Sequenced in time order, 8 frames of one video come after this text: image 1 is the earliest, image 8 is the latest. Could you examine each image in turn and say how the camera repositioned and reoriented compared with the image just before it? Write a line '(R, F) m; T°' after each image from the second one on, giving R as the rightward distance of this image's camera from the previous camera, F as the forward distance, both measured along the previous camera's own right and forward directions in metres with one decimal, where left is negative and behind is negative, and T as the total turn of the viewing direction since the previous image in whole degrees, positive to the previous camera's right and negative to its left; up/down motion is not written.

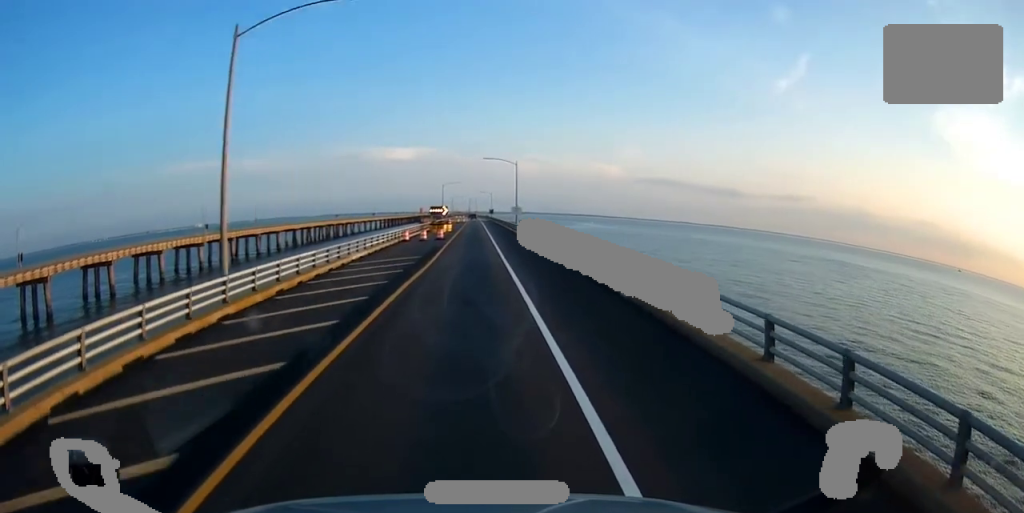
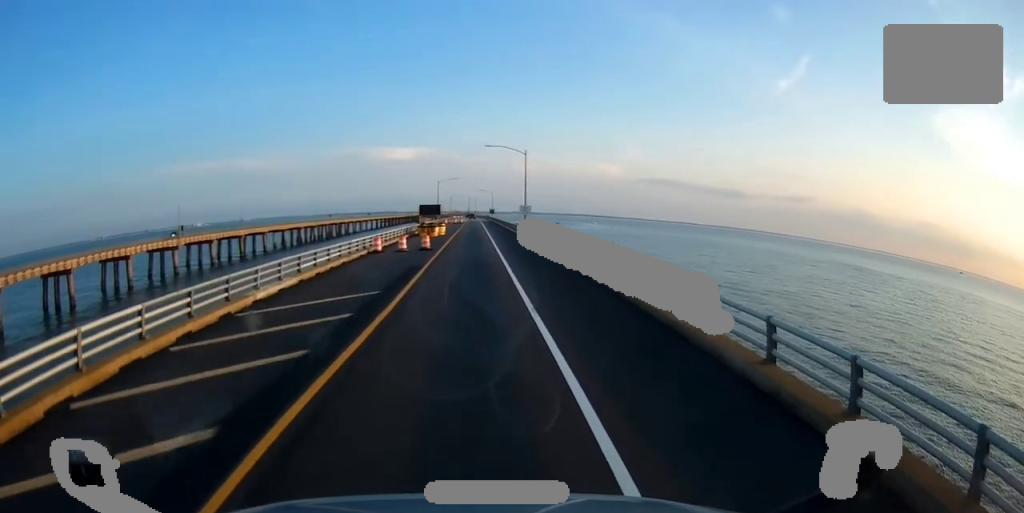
(0.0, +14.8) m; -1°
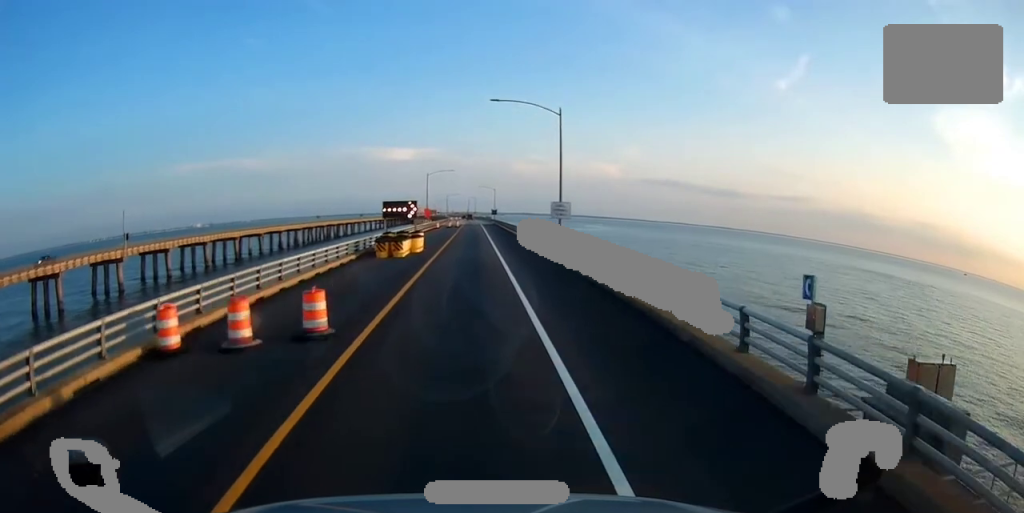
(-0.3, +26.7) m; 0°
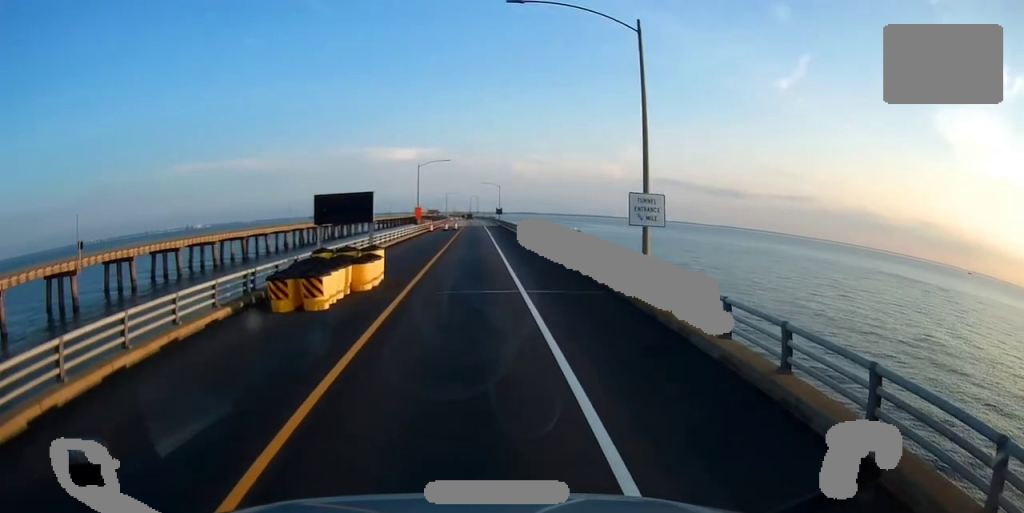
(0.0, +18.8) m; 0°
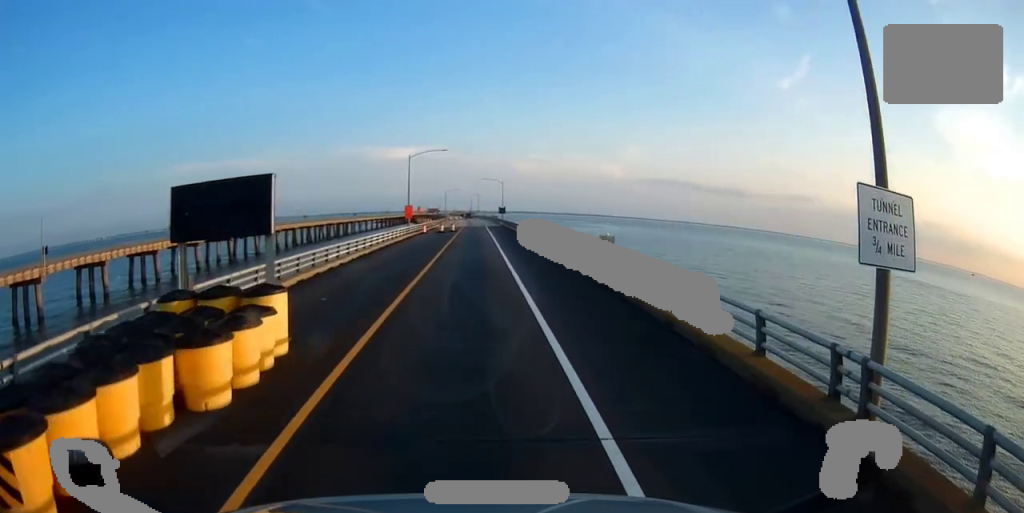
(+0.2, +11.9) m; 0°
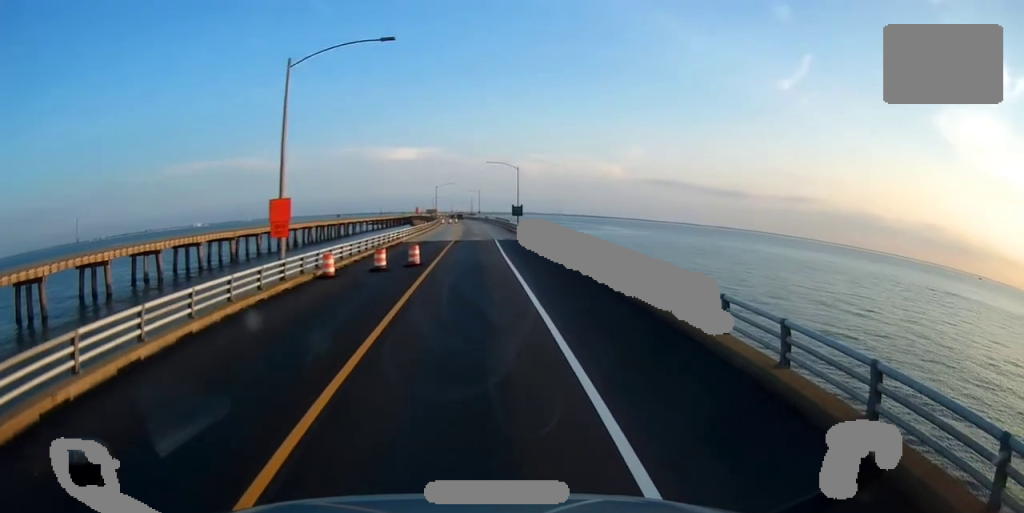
(-0.6, +45.6) m; -1°
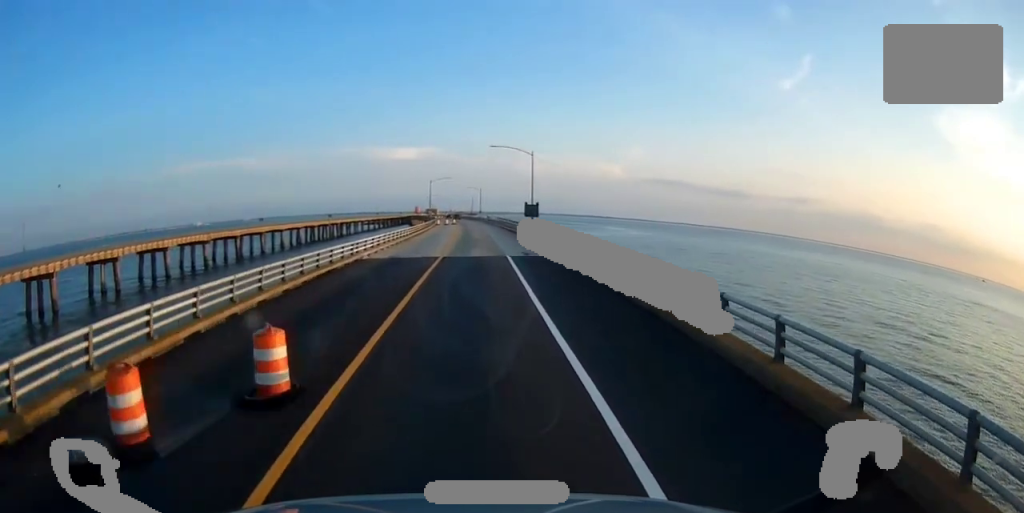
(+0.1, +19.7) m; 0°
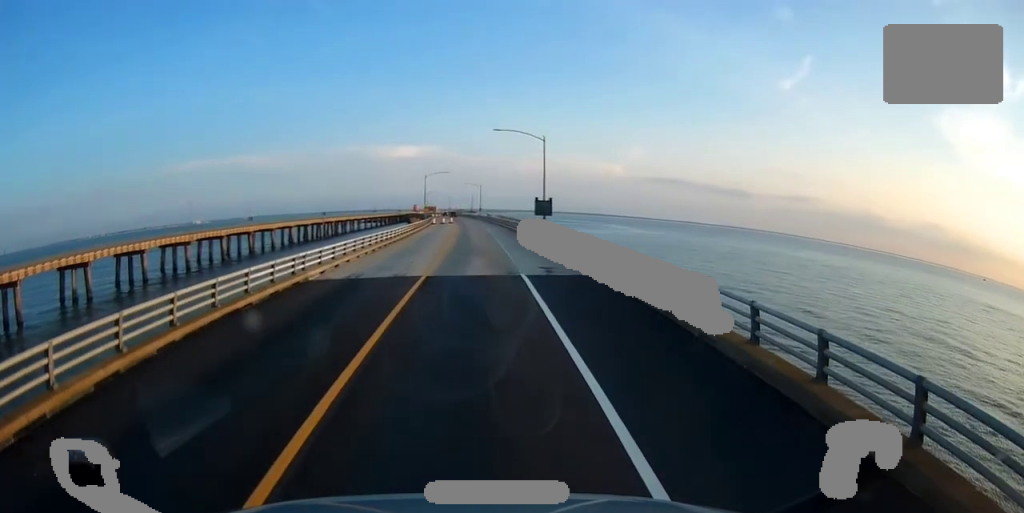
(+0.2, +10.8) m; 0°
